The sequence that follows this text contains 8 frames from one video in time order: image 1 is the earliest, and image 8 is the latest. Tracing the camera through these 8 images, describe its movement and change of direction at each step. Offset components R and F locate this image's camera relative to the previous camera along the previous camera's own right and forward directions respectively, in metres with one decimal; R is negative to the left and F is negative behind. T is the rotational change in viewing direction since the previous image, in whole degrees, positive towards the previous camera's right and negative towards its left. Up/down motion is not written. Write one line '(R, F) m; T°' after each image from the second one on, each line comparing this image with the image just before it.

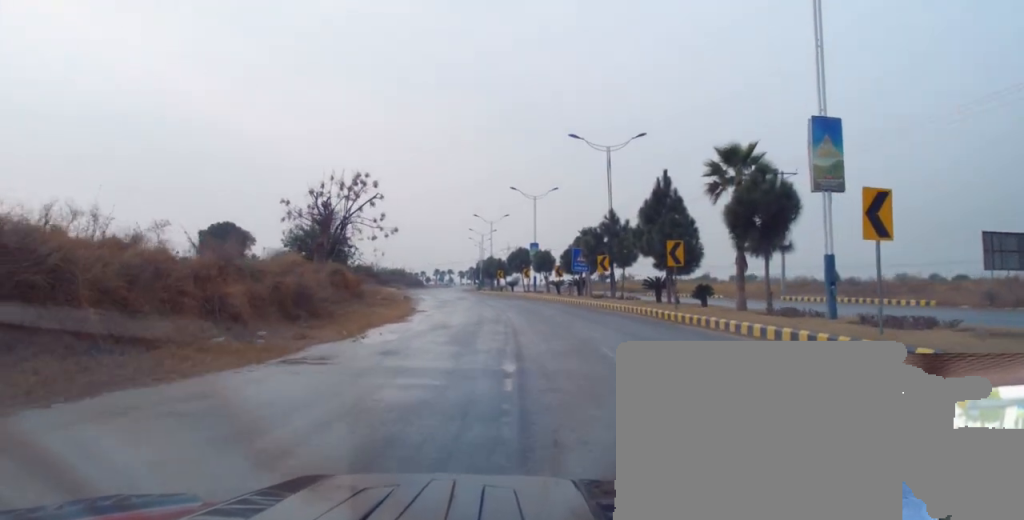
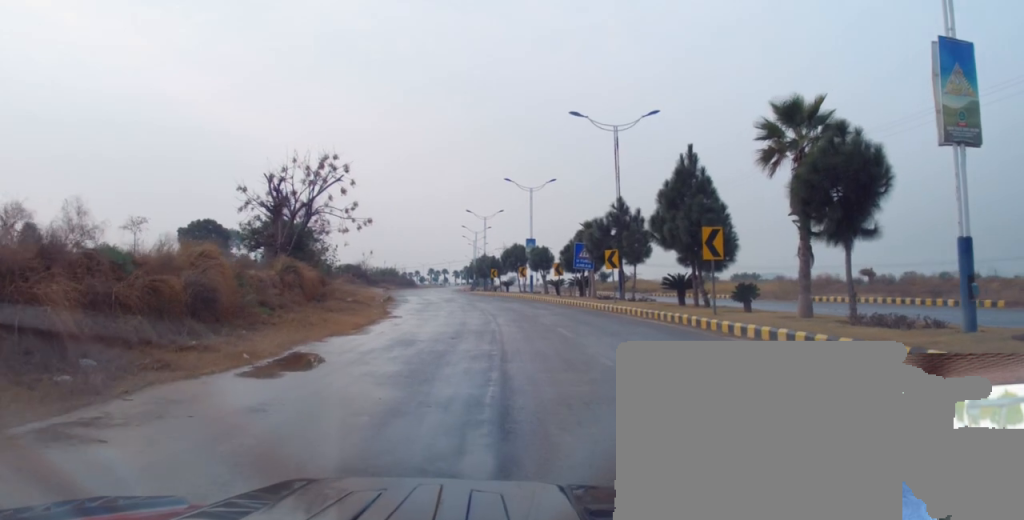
(0.0, +6.3) m; -2°
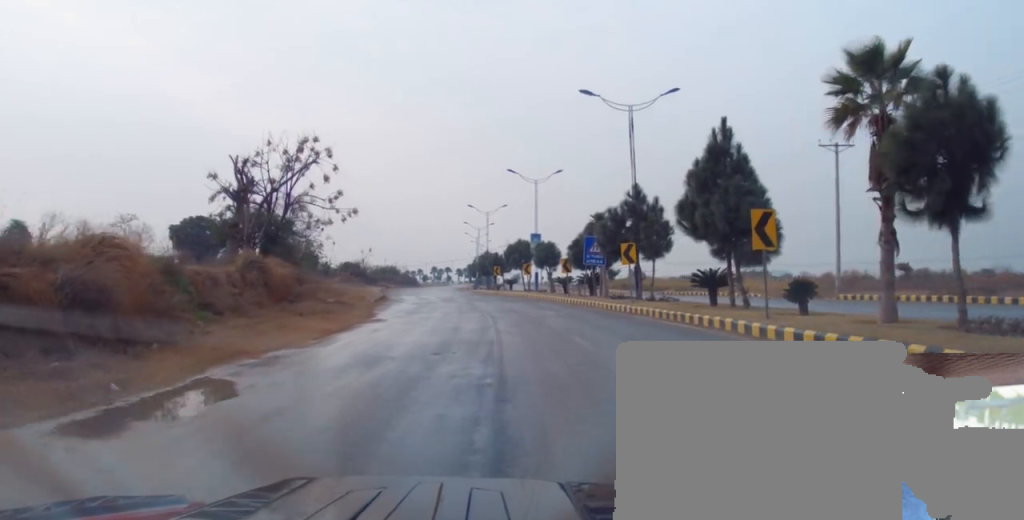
(+0.1, +4.1) m; -2°
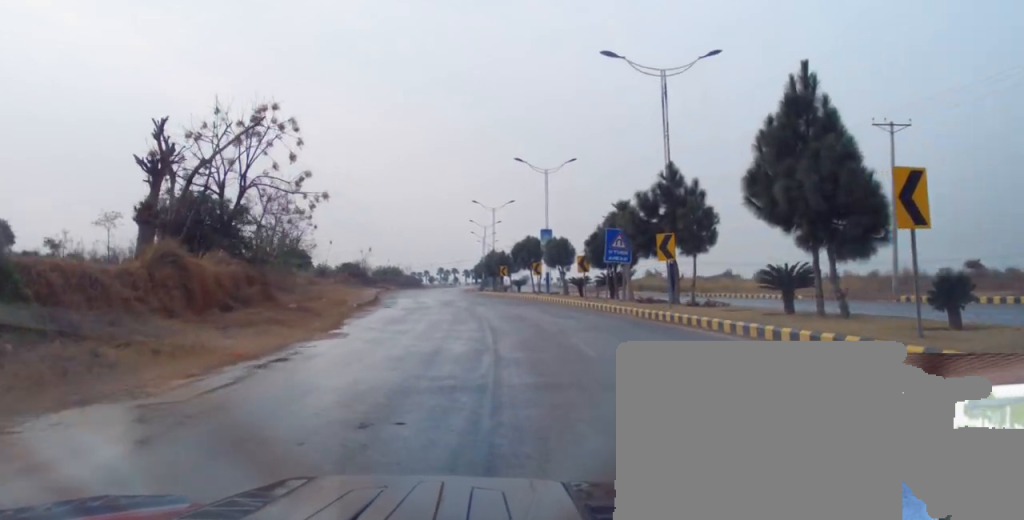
(-0.4, +6.5) m; -2°
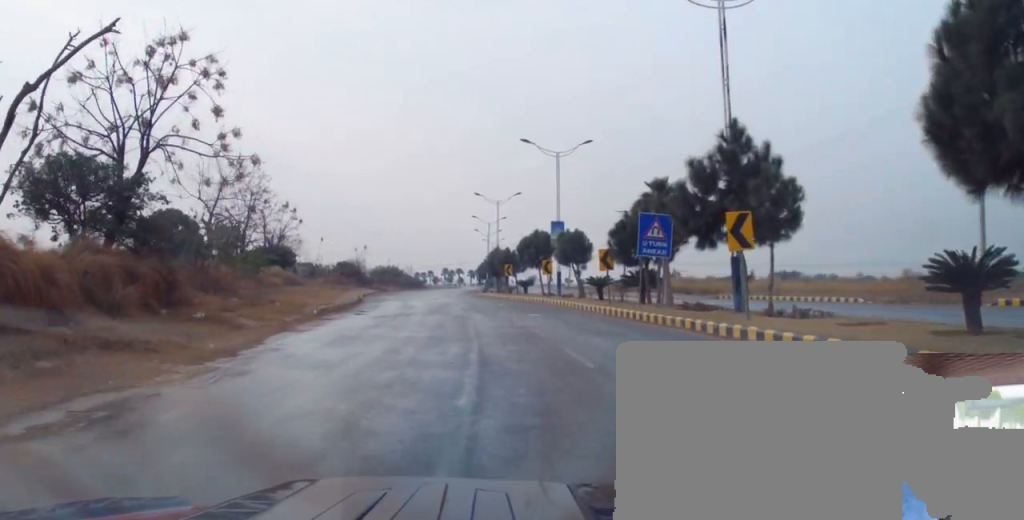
(0.0, +7.9) m; +2°
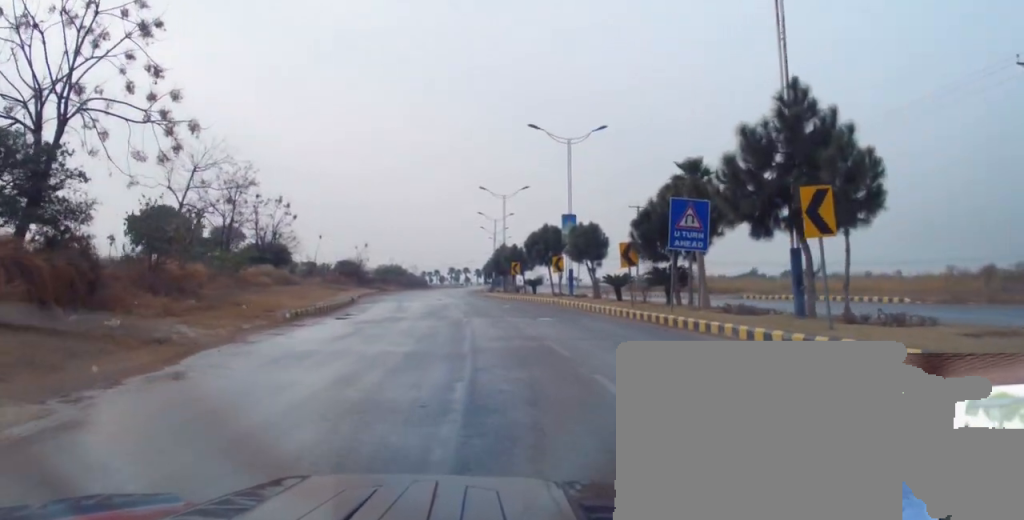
(+0.1, +4.4) m; 0°
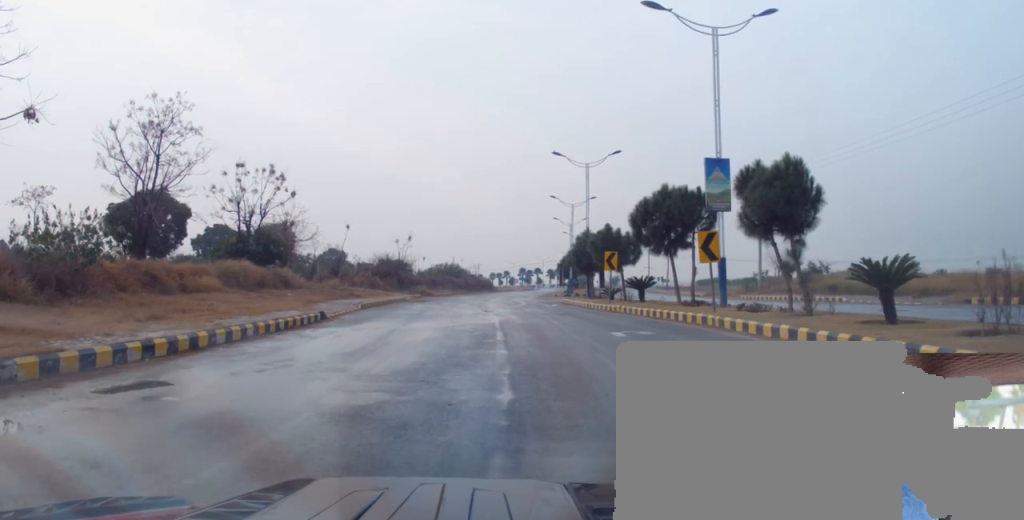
(-1.1, +20.4) m; -6°
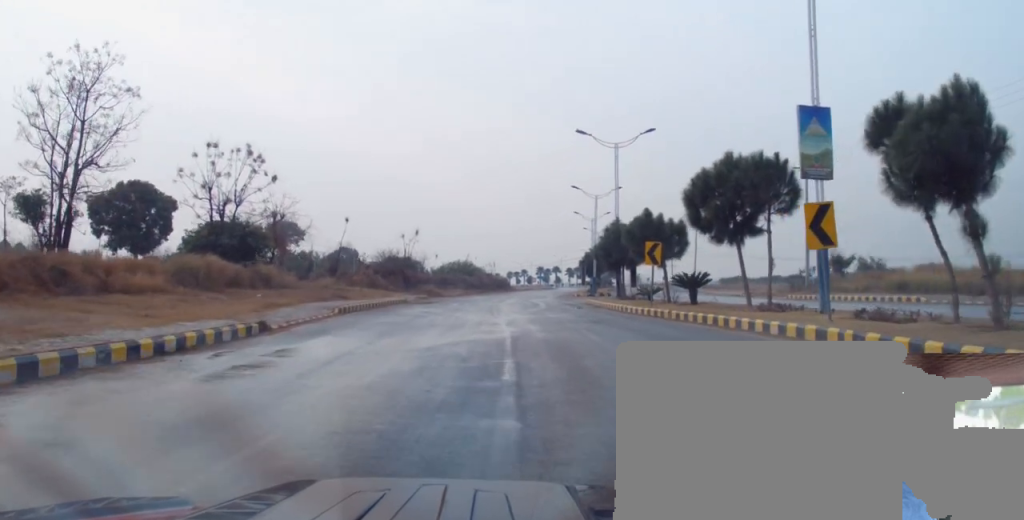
(-0.1, +7.4) m; -2°
